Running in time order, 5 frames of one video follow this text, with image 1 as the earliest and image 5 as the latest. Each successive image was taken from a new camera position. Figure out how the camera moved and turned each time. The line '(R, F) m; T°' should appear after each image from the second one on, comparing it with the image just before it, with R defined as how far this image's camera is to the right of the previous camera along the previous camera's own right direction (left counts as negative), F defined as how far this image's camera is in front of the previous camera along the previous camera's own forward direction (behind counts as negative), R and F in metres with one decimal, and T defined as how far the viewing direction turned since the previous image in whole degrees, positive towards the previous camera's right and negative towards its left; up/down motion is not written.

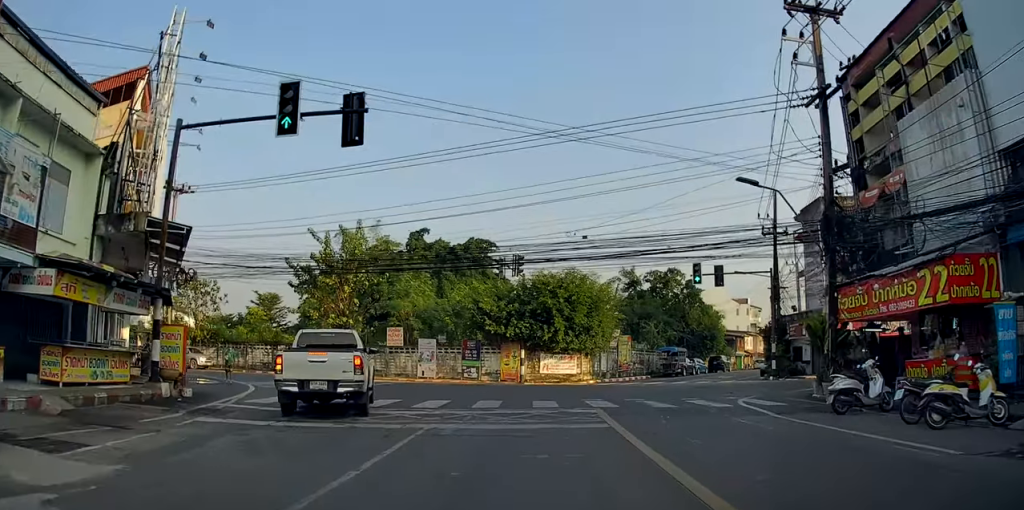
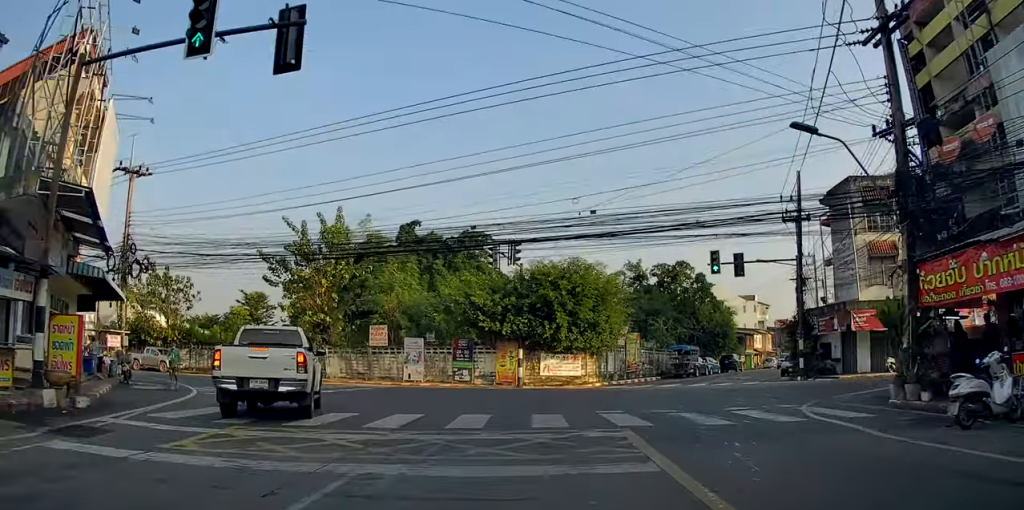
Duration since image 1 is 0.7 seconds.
(-0.4, +4.5) m; -4°
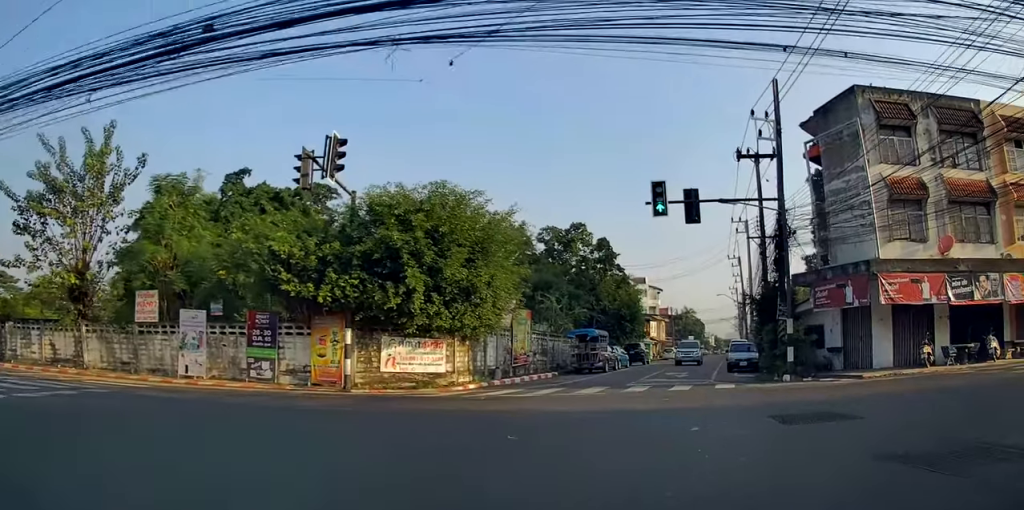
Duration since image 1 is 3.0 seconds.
(+0.8, +13.9) m; +20°
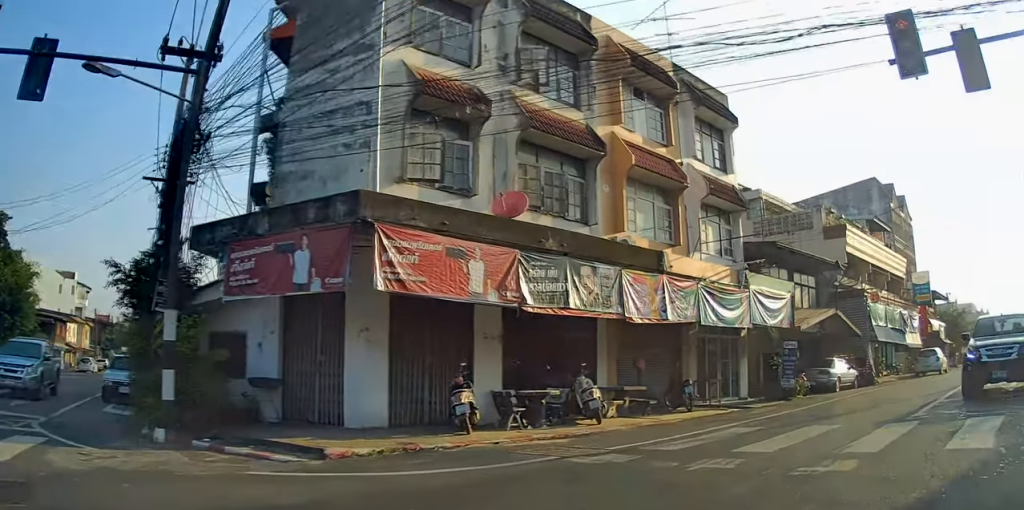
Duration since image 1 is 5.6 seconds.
(+3.9, +12.3) m; +38°
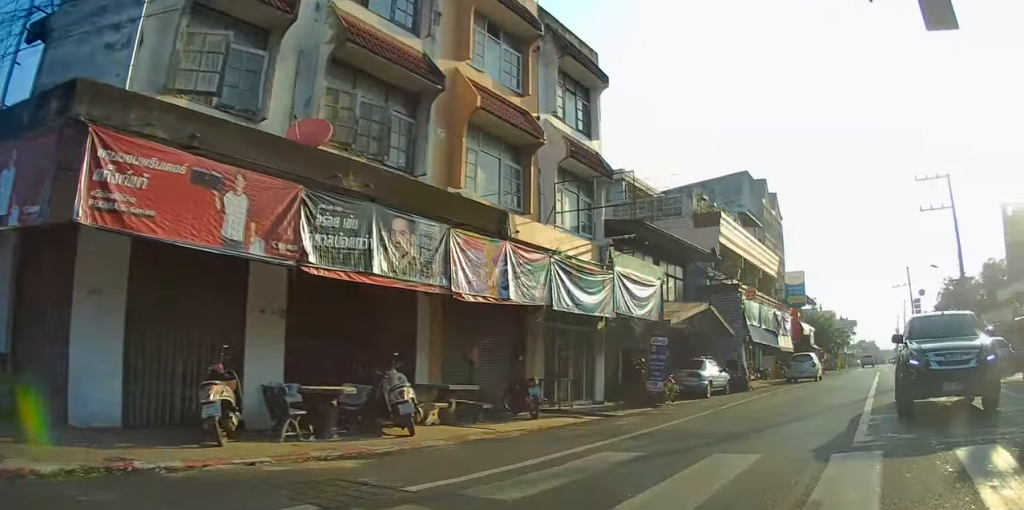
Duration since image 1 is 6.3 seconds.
(+0.4, +3.4) m; +11°
